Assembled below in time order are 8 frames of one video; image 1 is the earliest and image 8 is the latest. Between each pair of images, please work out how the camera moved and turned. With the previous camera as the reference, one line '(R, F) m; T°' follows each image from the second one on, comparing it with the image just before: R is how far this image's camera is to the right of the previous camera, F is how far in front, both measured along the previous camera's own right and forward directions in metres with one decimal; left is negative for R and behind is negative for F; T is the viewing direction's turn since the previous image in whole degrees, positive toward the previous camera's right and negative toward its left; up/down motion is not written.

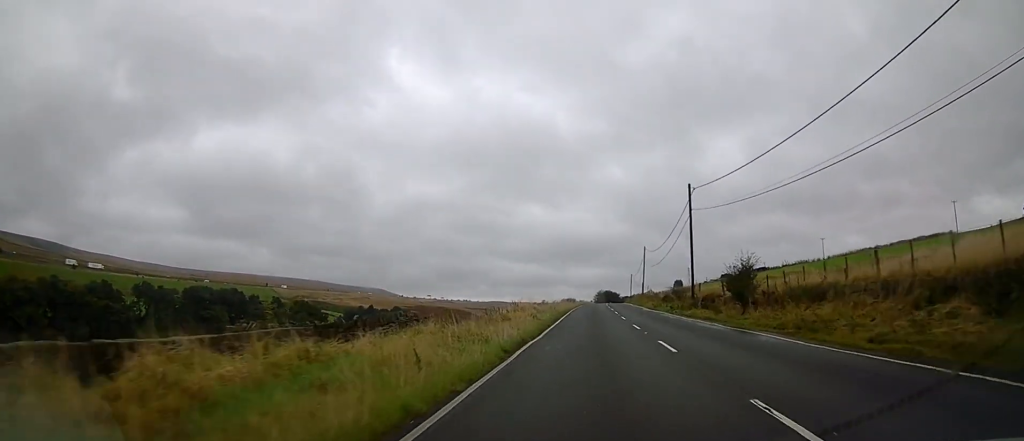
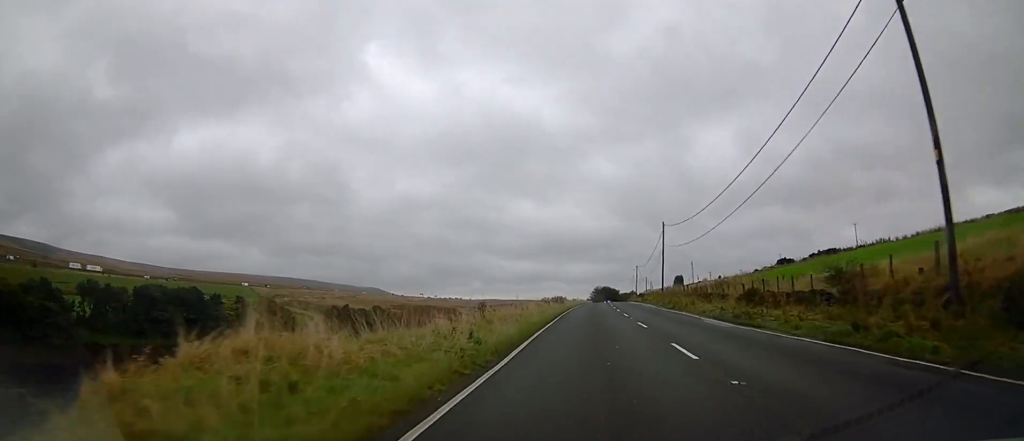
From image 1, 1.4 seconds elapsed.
(-0.2, +28.2) m; 0°
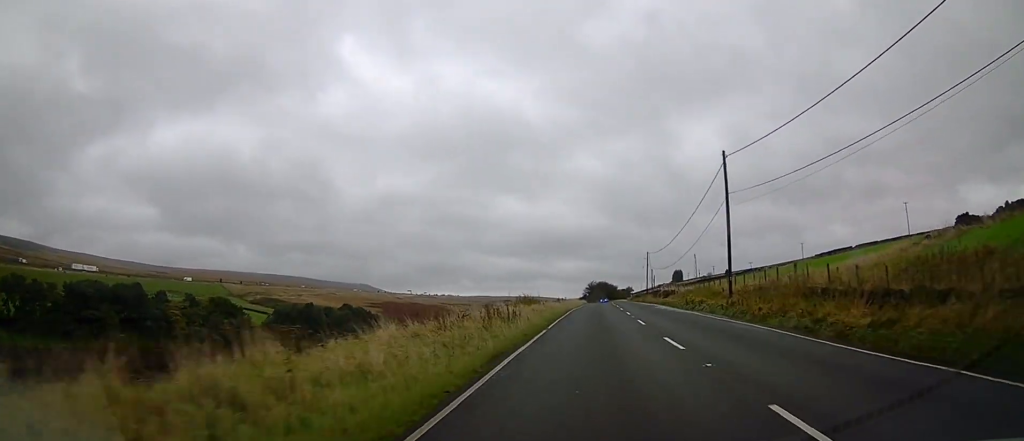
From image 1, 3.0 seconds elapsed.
(+0.4, +32.7) m; +2°
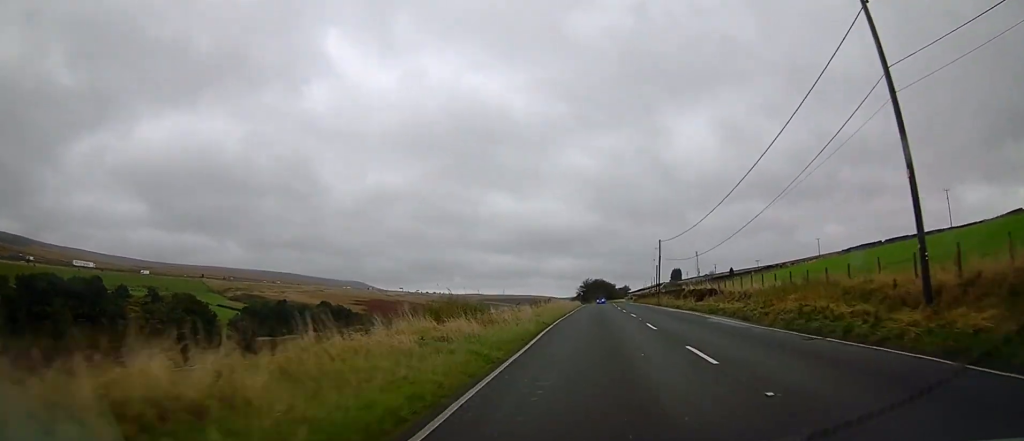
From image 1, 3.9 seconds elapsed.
(+0.2, +20.2) m; +1°
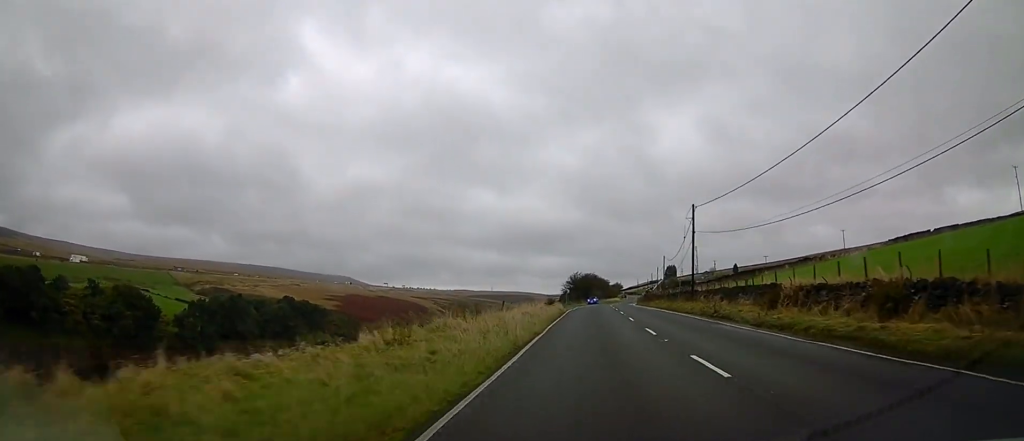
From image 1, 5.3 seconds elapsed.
(-0.1, +27.1) m; 0°
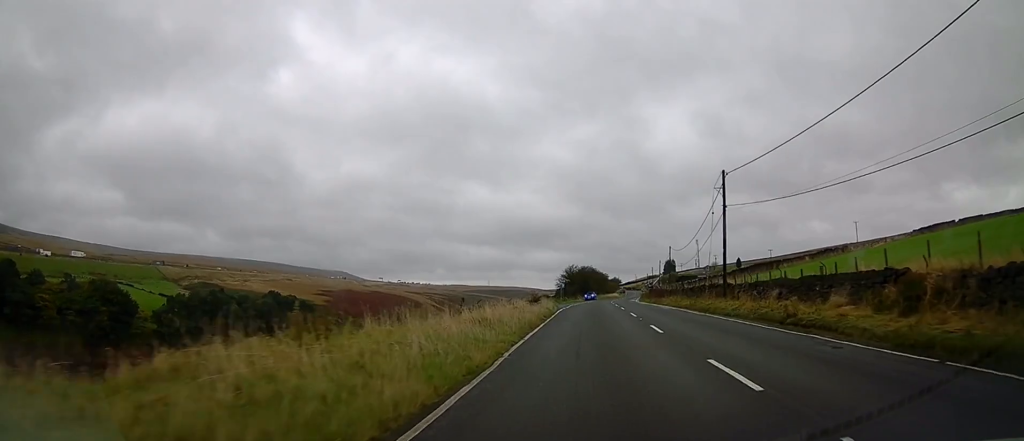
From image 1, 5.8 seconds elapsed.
(0.0, +10.3) m; 0°
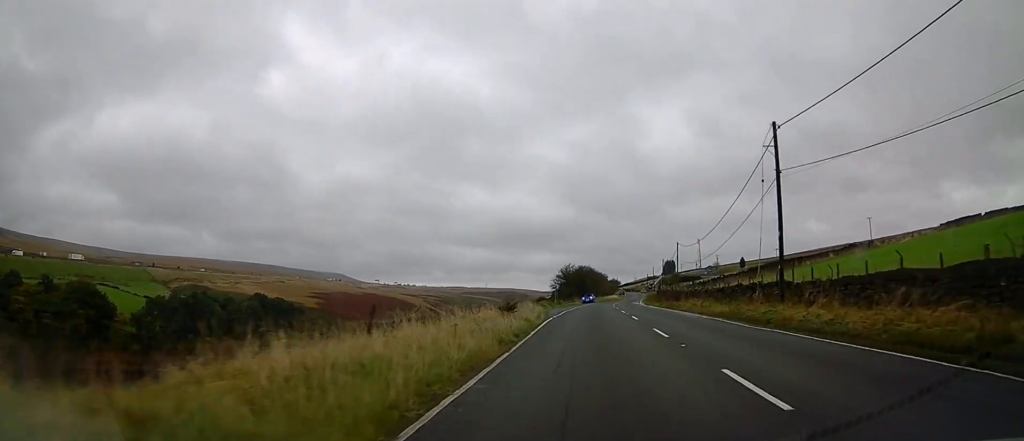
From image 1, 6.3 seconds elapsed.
(-0.1, +9.6) m; +1°
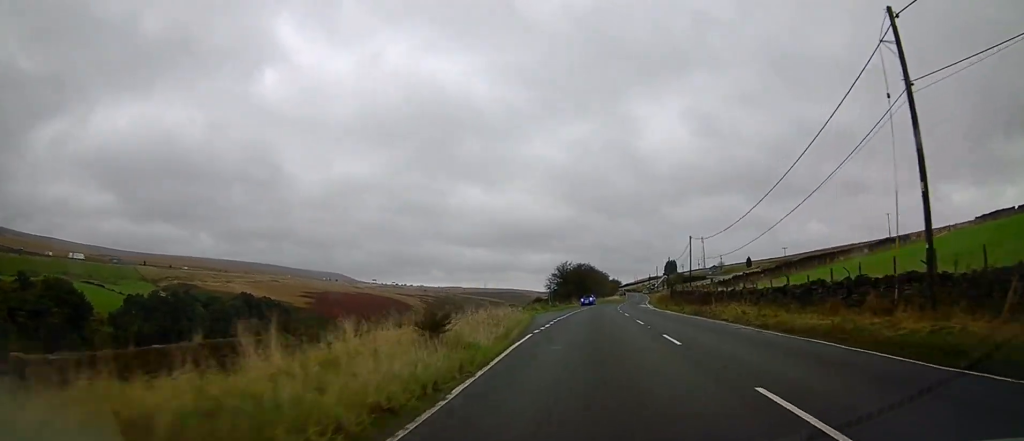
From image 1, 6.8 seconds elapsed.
(+0.1, +10.2) m; +1°
